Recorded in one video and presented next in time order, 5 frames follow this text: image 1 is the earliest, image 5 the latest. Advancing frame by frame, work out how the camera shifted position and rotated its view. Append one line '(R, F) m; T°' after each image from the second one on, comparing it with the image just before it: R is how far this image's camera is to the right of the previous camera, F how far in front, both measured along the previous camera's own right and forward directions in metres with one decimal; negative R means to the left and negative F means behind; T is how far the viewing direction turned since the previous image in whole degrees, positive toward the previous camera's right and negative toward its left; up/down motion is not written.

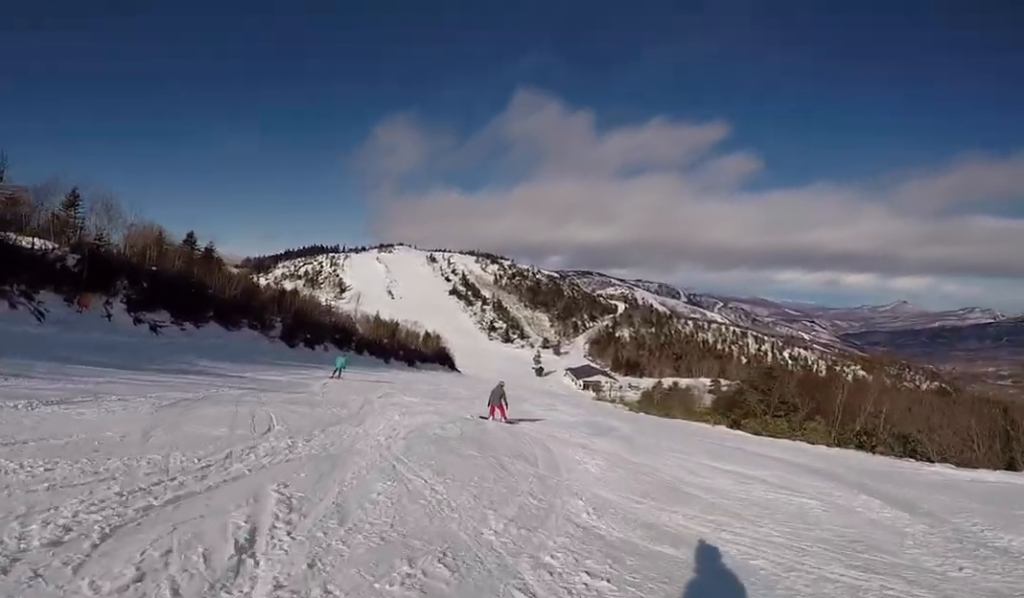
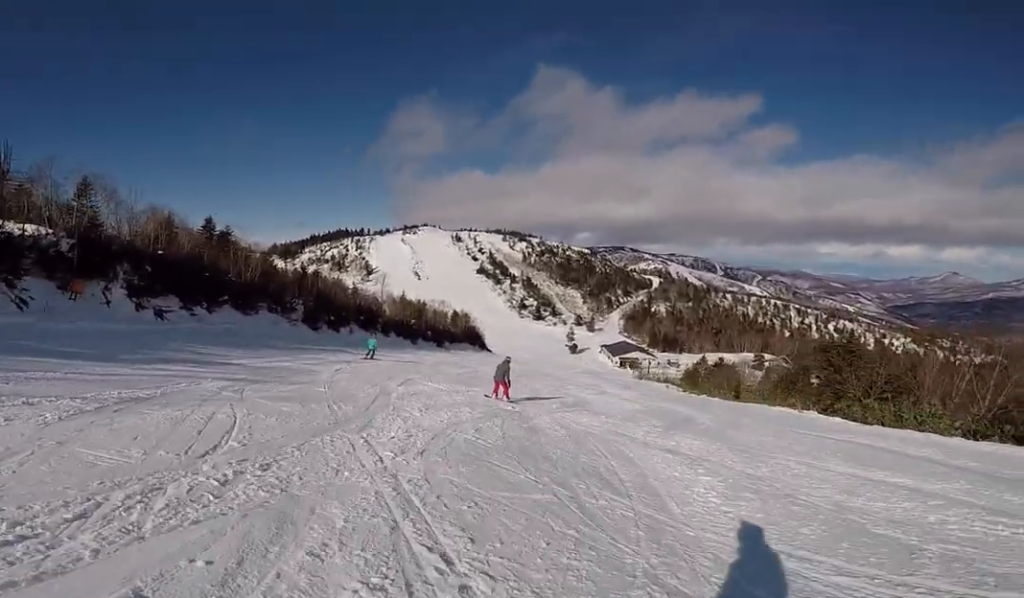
(+0.2, +2.5) m; 0°
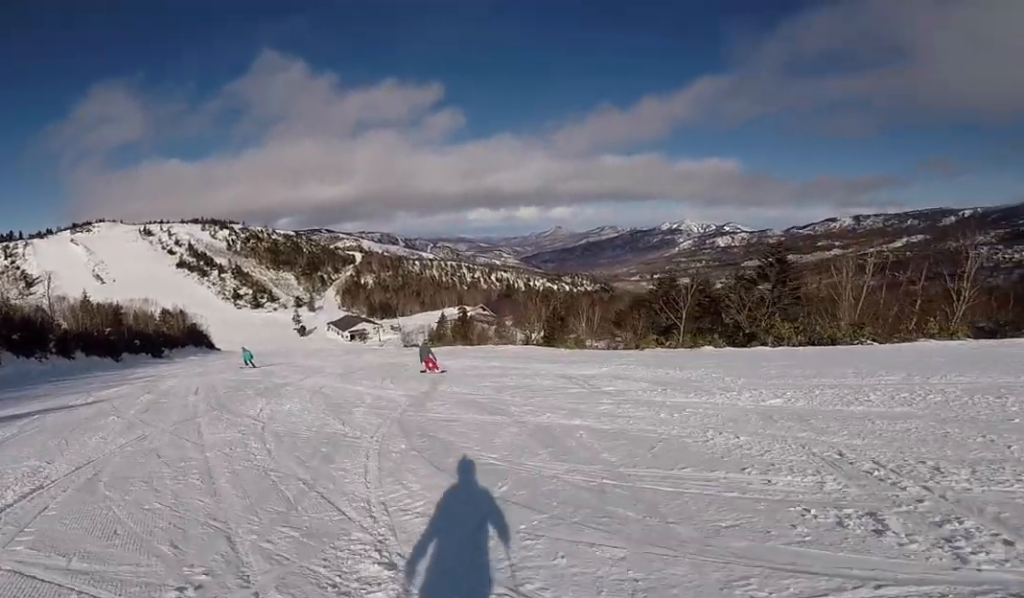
(+4.5, +18.2) m; +35°
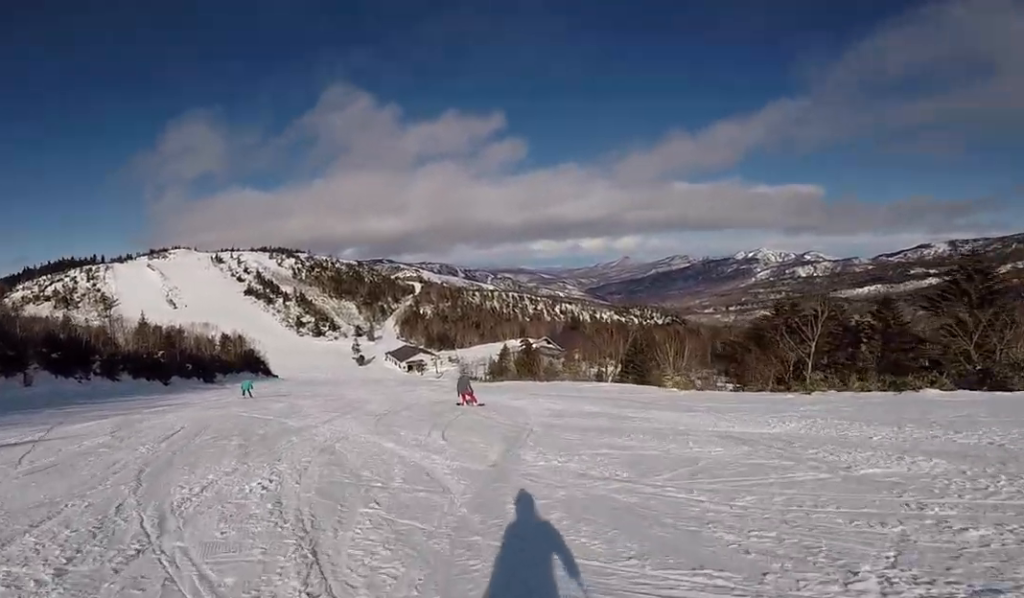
(-0.1, +5.3) m; -12°
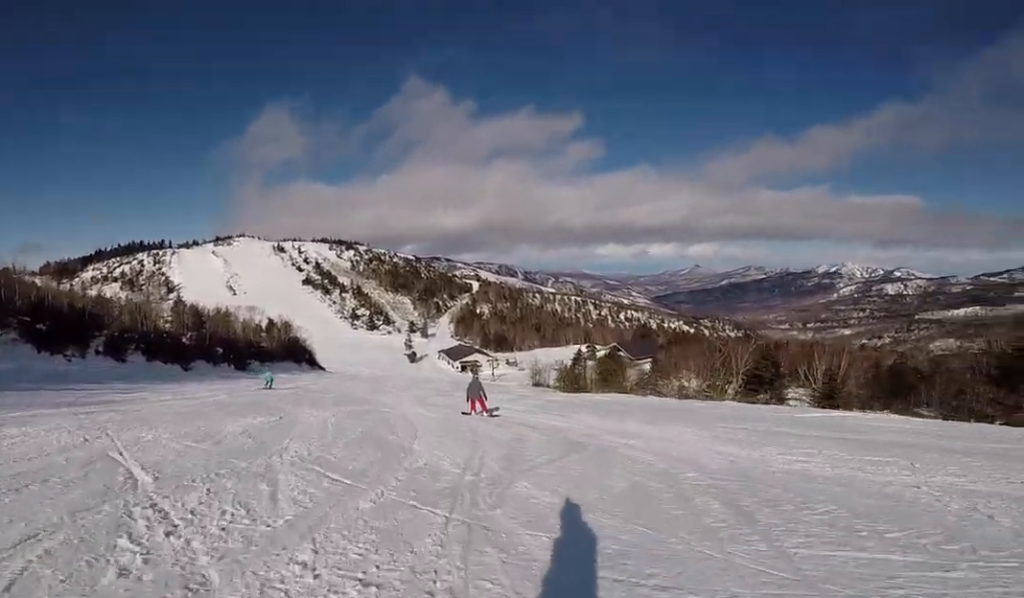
(-3.0, +9.5) m; -18°
